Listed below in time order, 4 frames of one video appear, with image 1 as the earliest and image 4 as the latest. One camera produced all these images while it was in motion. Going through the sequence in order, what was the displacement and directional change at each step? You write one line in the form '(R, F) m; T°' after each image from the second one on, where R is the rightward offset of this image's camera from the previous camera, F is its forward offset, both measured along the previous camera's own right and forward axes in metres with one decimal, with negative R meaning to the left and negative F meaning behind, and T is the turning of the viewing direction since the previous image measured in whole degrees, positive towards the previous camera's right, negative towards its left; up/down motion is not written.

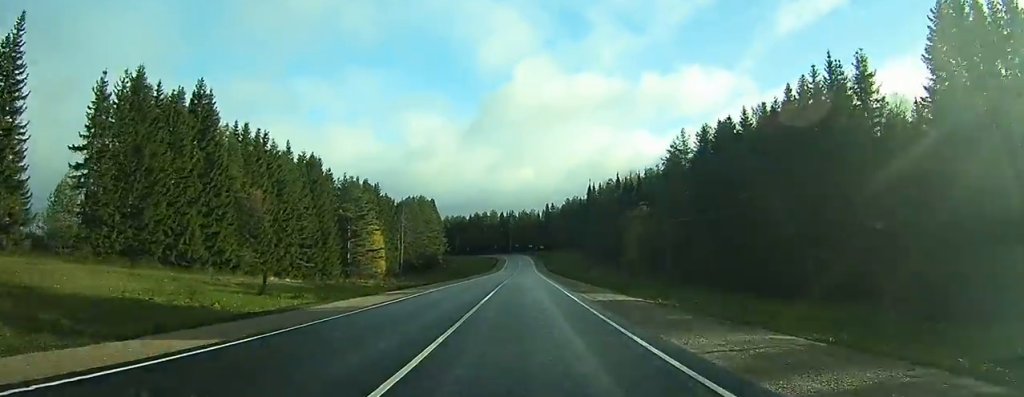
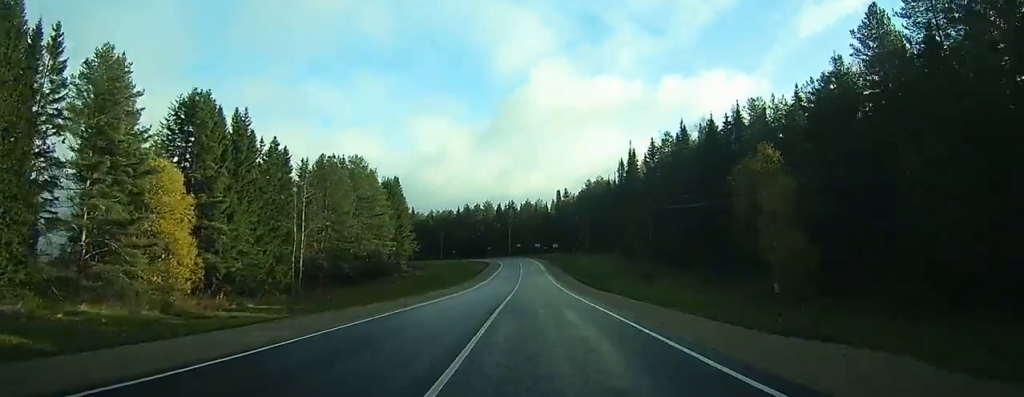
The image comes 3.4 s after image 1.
(+0.5, +64.5) m; +1°
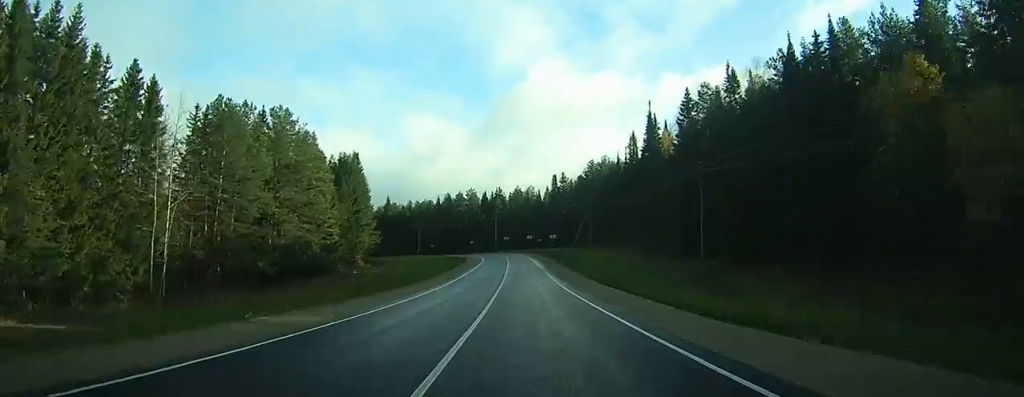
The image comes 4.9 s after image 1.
(+0.1, +27.3) m; 0°
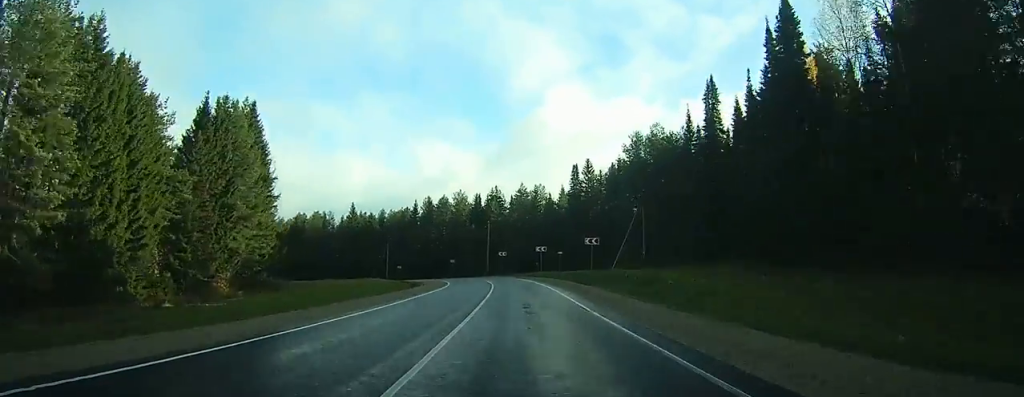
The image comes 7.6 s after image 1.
(-0.1, +49.1) m; 0°
